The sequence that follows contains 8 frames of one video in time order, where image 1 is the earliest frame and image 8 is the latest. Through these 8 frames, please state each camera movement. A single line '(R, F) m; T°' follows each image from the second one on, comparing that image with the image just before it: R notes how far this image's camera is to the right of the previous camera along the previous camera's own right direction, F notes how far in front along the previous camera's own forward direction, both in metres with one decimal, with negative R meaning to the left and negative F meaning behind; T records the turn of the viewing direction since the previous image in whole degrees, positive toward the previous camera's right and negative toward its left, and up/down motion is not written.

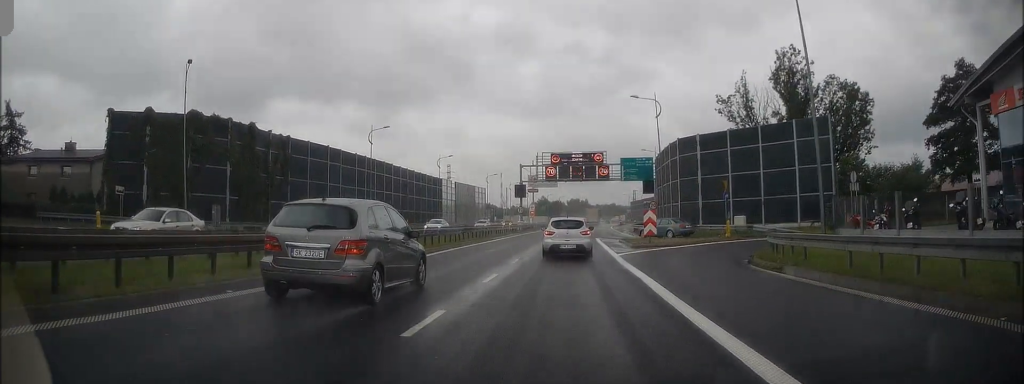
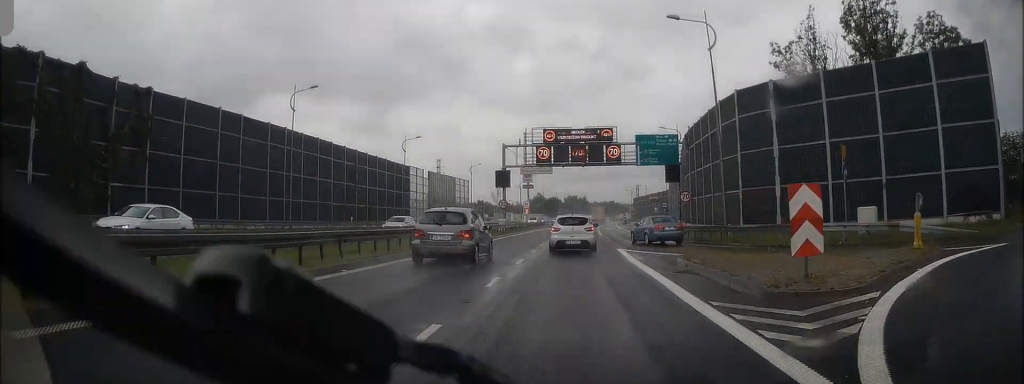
(-0.1, +19.6) m; 0°
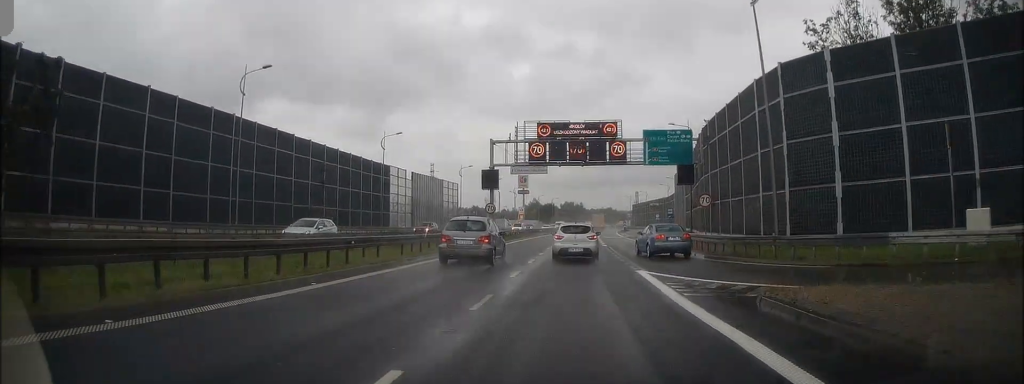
(0.0, +7.9) m; +1°
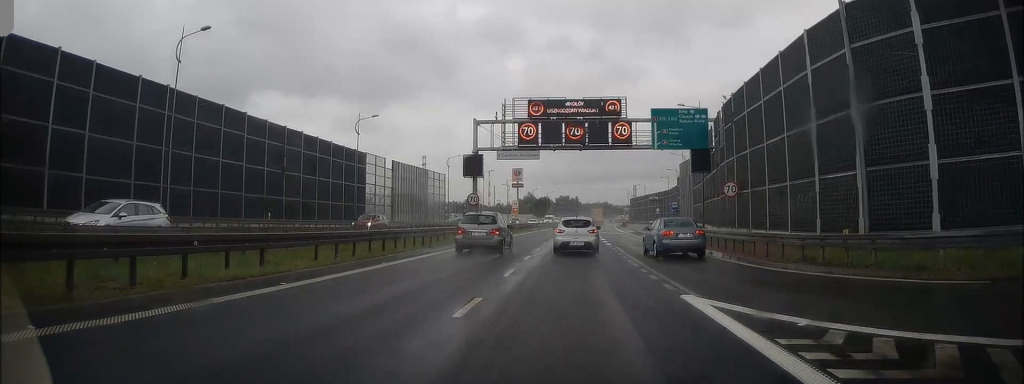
(+0.1, +7.4) m; +1°
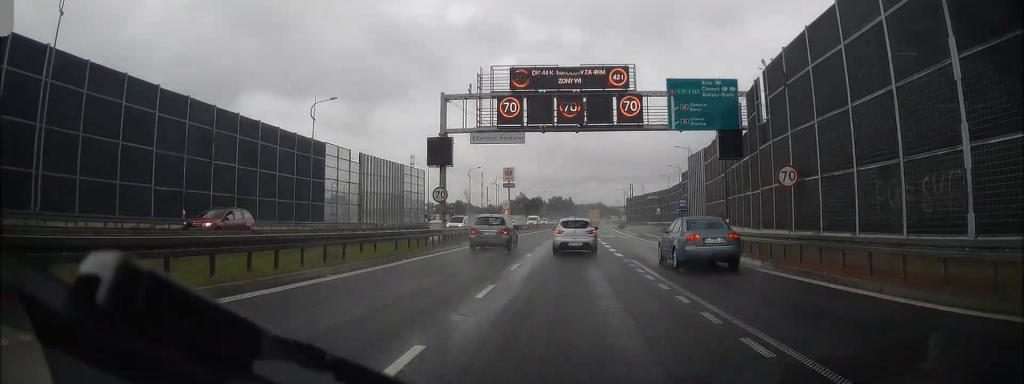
(+0.1, +9.7) m; +1°
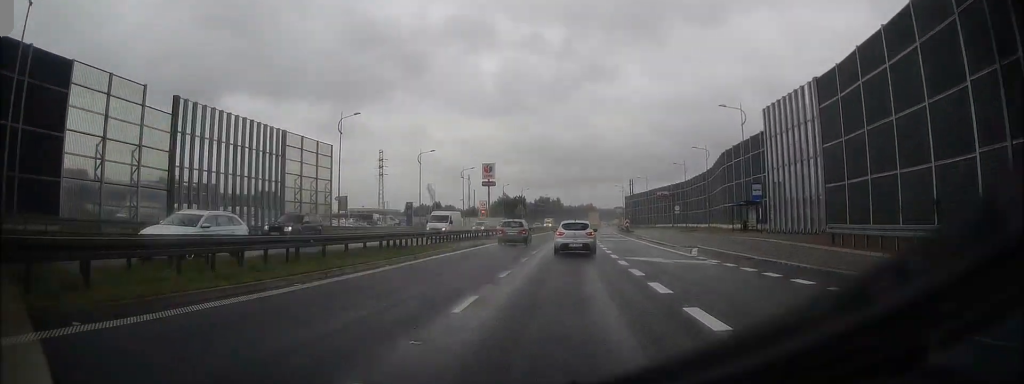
(+0.1, +31.6) m; +1°
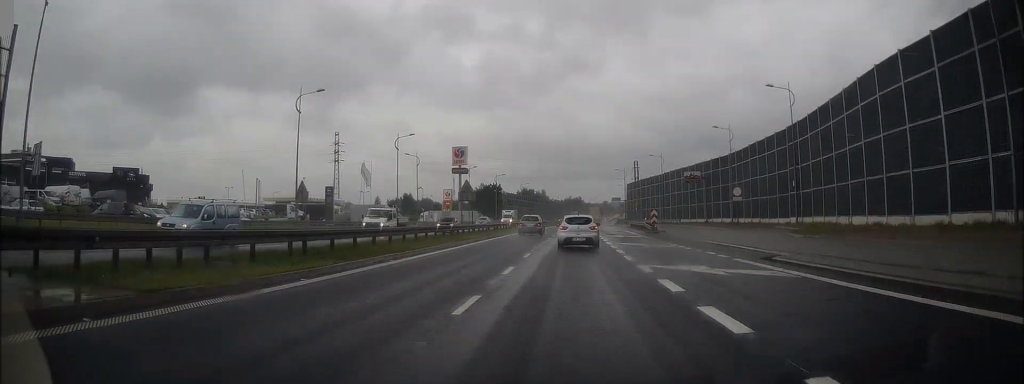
(+0.6, +36.3) m; +1°
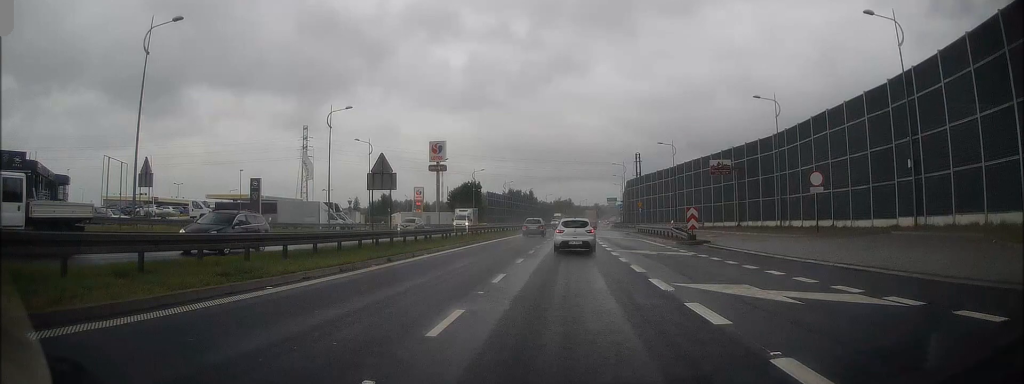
(0.0, +18.7) m; +1°
